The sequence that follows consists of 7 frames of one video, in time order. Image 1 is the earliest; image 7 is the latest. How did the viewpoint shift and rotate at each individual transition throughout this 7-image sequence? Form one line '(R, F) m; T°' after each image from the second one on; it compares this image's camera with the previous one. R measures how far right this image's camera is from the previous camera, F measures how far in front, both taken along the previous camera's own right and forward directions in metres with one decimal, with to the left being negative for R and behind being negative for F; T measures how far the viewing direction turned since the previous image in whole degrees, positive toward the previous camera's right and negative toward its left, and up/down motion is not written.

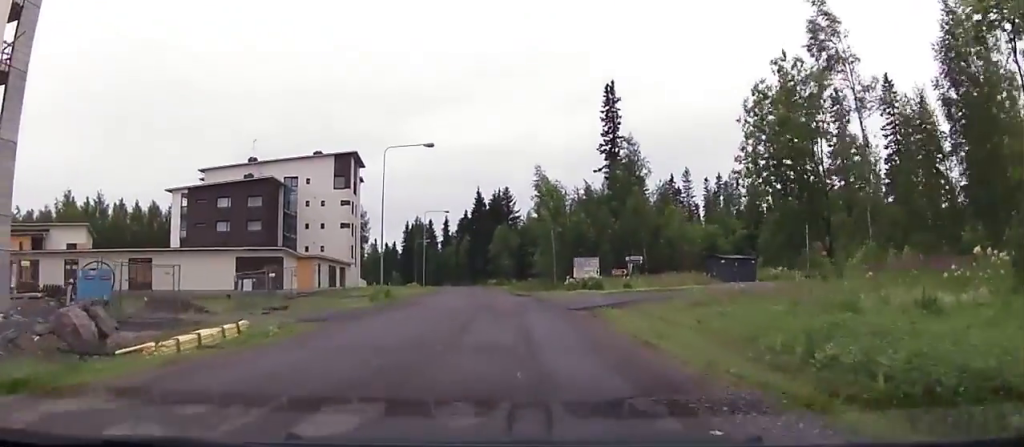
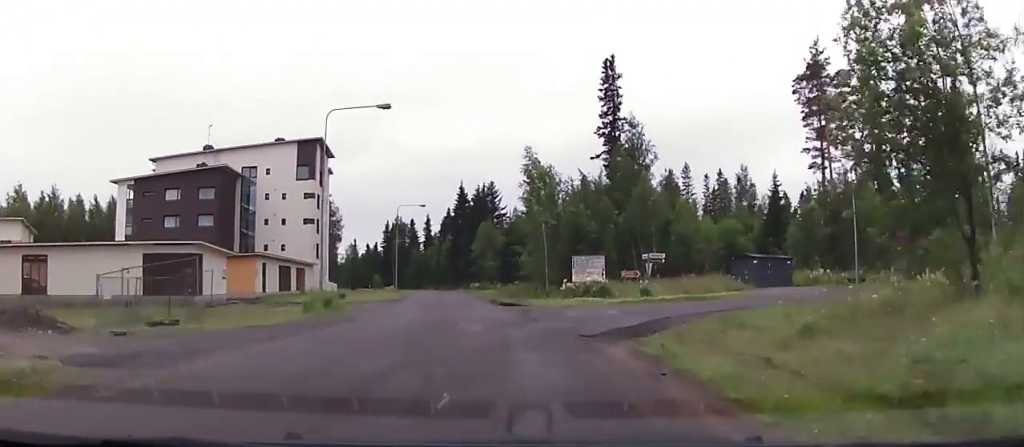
(+1.2, +10.9) m; +6°
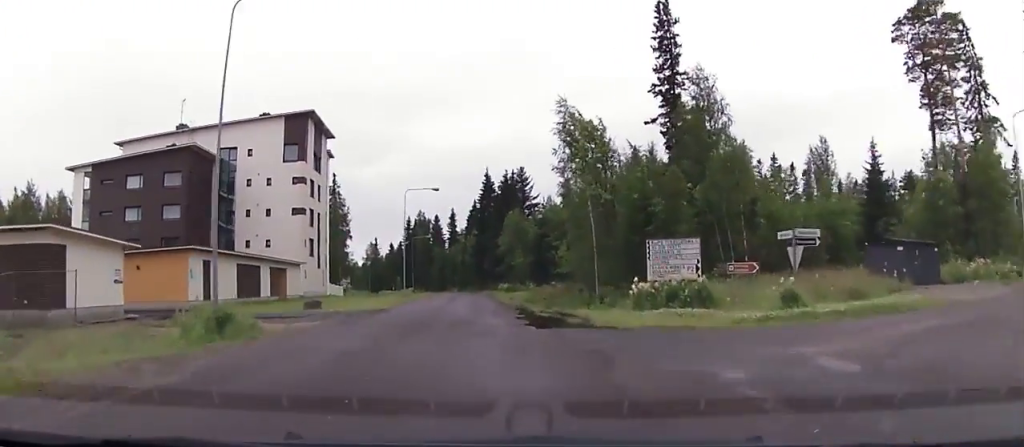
(+0.3, +14.7) m; -3°
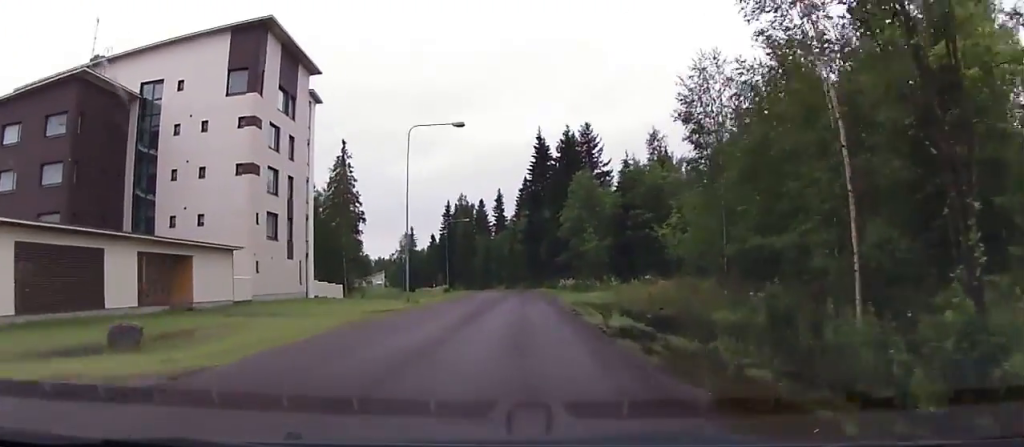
(-2.1, +22.6) m; -5°
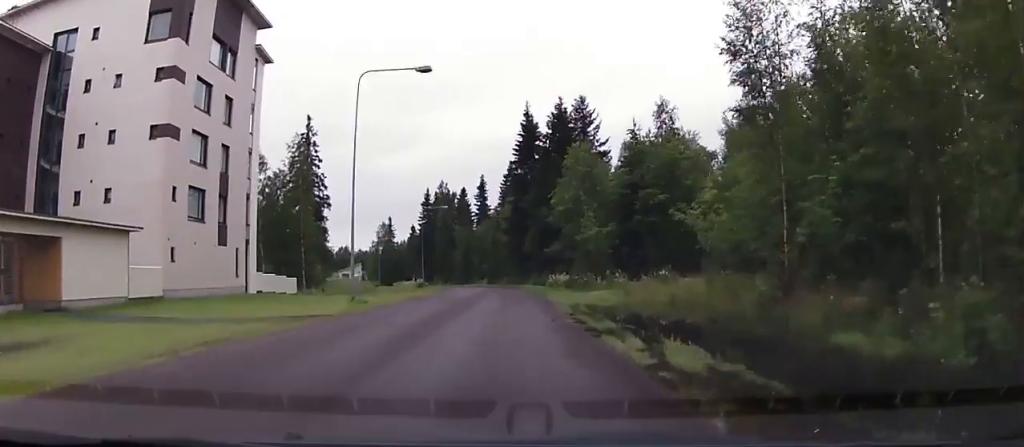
(+0.1, +8.9) m; +1°
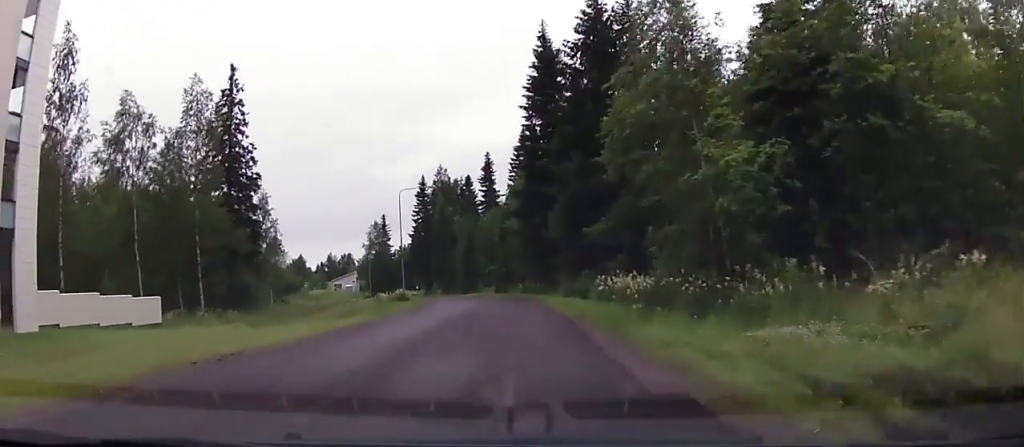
(+0.2, +23.1) m; -1°
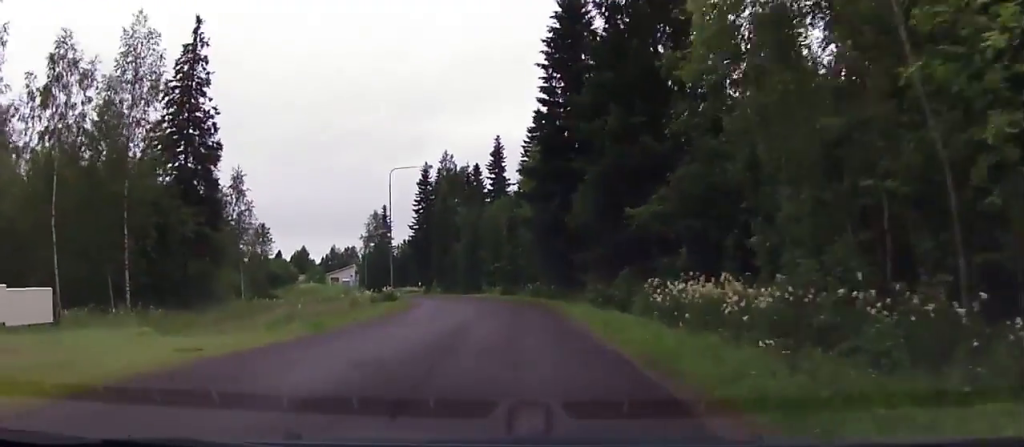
(0.0, +9.2) m; -1°
